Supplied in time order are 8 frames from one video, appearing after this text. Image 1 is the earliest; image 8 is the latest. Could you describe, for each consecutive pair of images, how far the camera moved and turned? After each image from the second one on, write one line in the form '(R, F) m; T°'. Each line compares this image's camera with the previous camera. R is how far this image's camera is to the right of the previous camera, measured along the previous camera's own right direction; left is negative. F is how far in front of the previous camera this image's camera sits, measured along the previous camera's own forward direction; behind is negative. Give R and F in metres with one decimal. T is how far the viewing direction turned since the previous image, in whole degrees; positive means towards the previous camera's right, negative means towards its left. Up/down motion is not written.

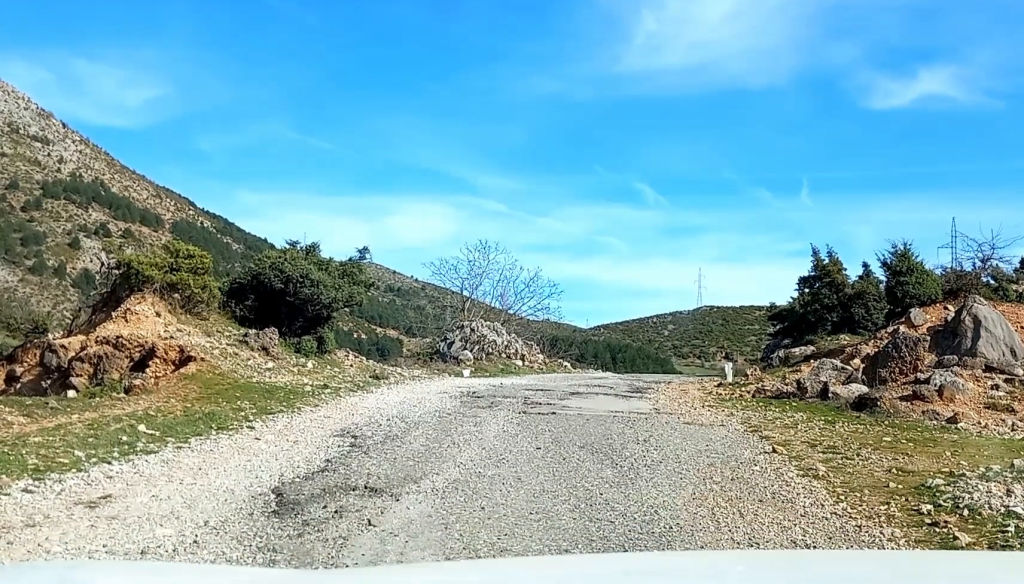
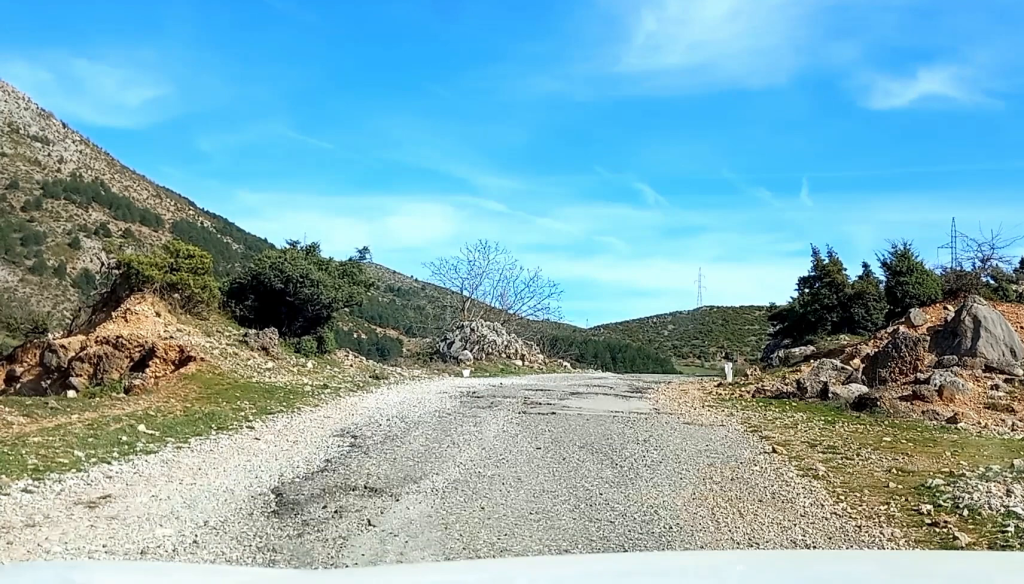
(0.0, 0.0) m; 0°
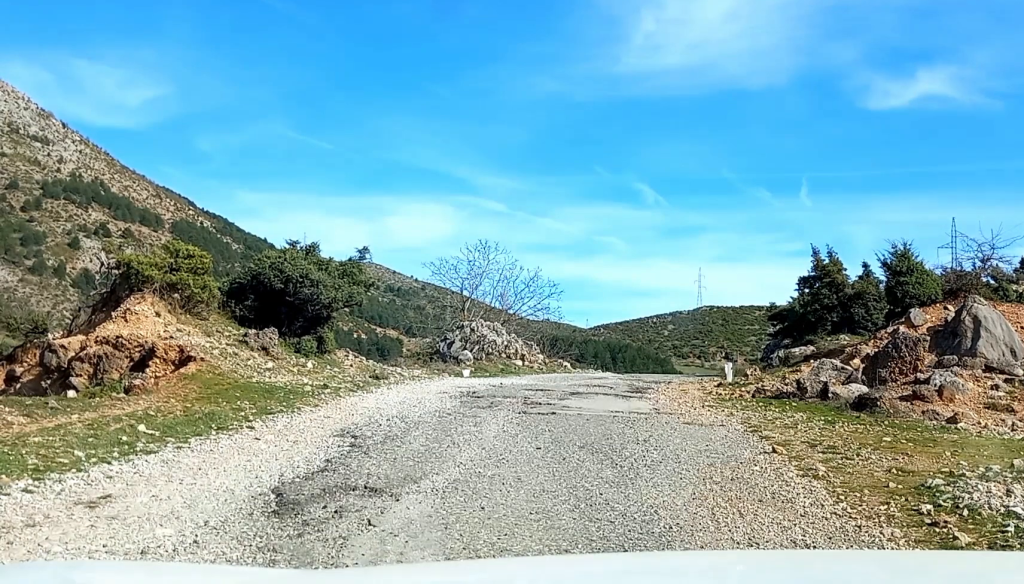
(0.0, 0.0) m; 0°
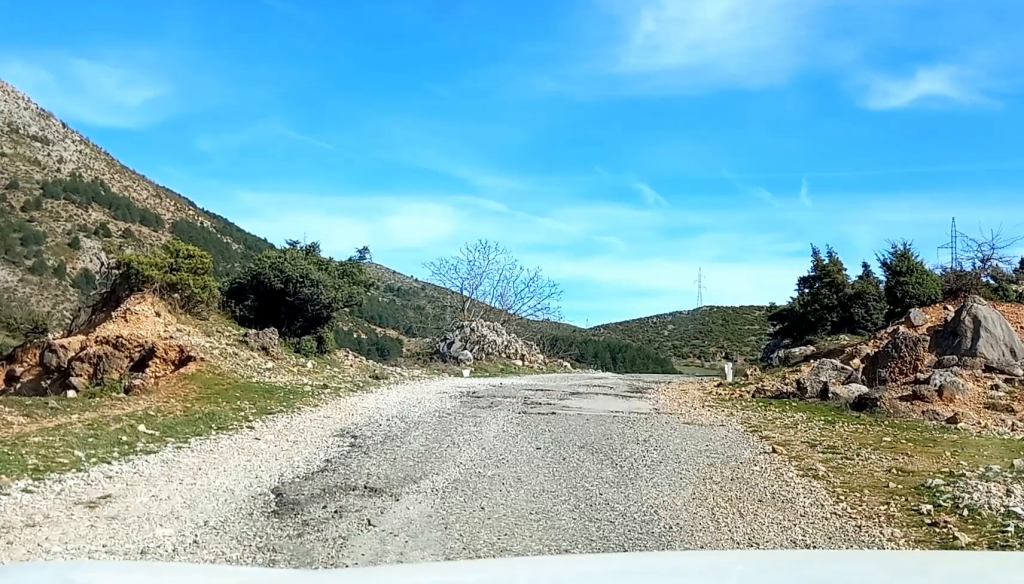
(0.0, 0.0) m; 0°
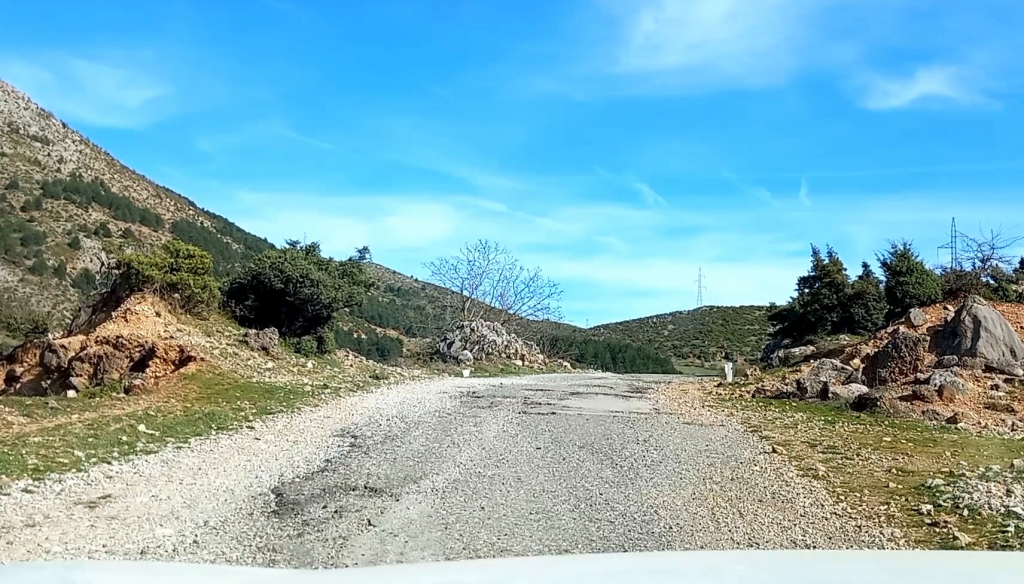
(0.0, 0.0) m; 0°
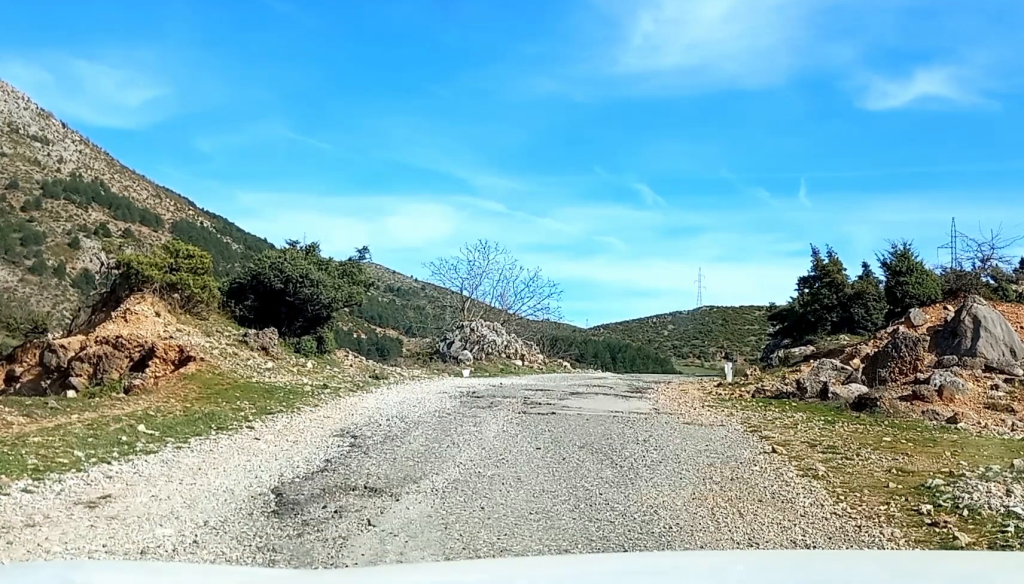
(0.0, 0.0) m; 0°
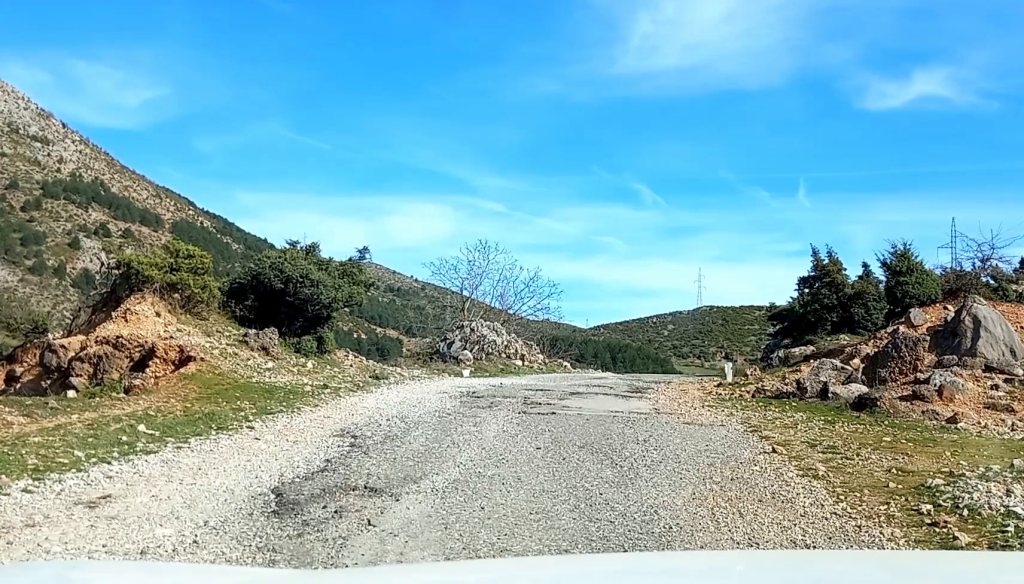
(0.0, 0.0) m; 0°
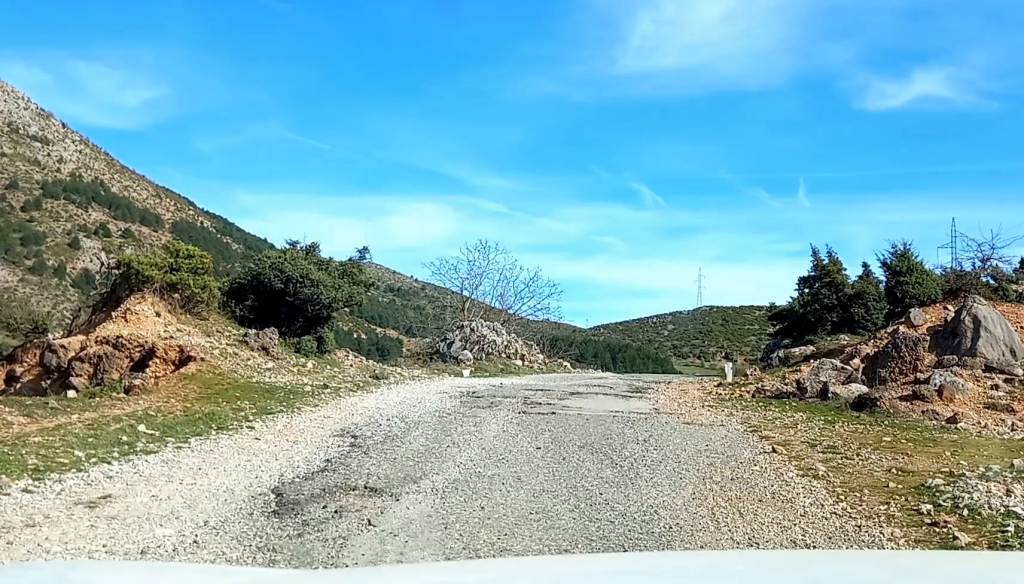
(0.0, 0.0) m; 0°
